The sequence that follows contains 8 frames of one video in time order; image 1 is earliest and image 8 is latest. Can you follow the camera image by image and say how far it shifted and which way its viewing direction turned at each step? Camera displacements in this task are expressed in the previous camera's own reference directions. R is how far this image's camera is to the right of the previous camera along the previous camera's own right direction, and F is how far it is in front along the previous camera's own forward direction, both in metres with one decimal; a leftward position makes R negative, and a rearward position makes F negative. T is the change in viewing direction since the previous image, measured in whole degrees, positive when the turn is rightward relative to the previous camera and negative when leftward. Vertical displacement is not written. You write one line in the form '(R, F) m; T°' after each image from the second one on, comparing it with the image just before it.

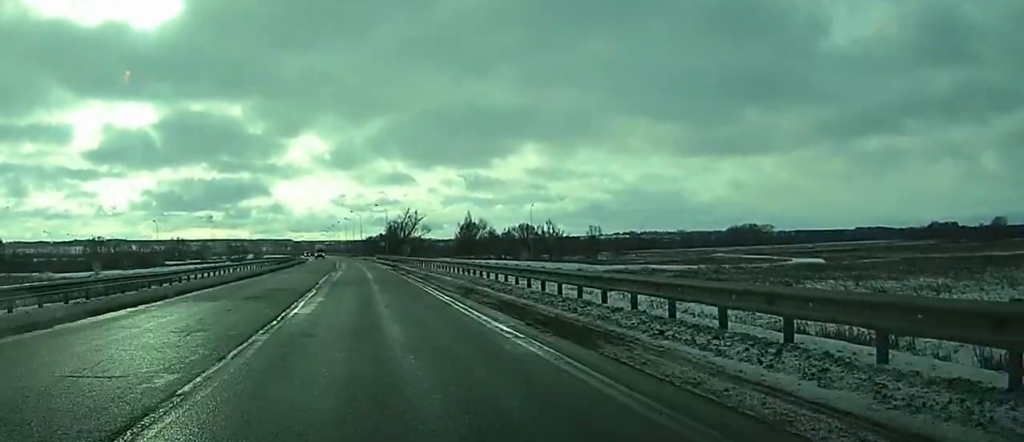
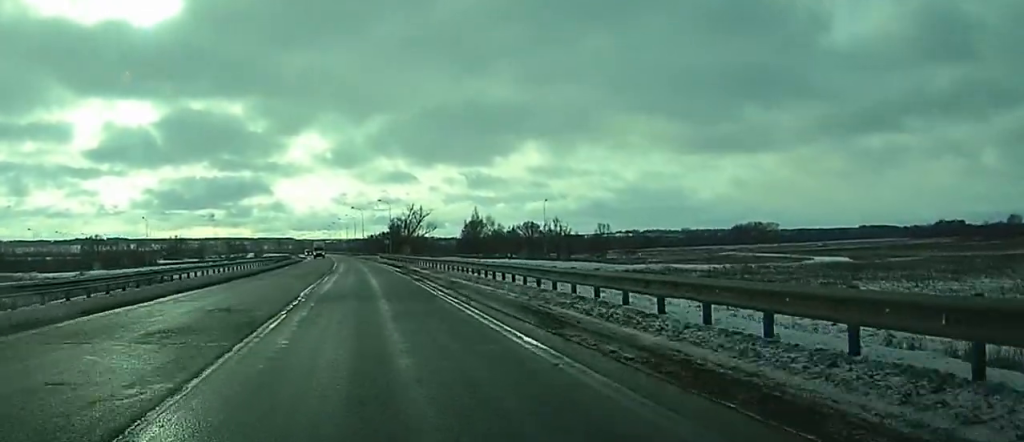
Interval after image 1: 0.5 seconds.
(0.0, +11.6) m; 0°
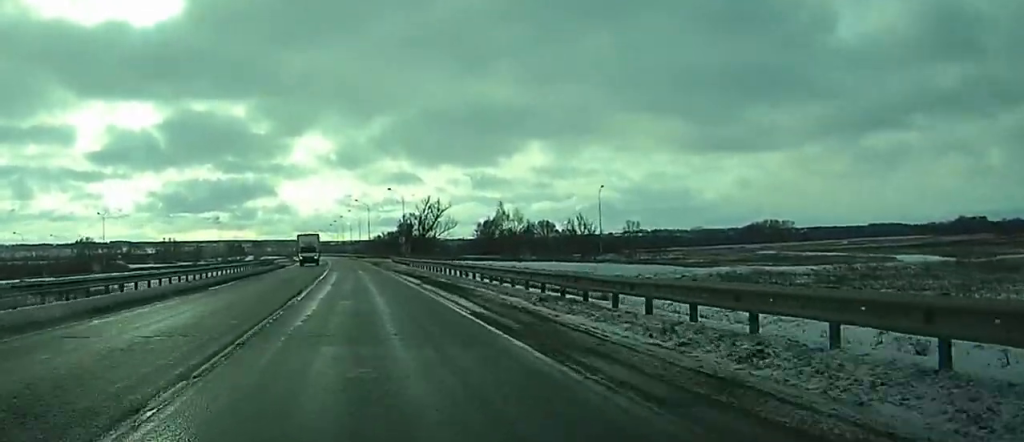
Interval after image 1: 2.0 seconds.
(-0.2, +35.6) m; 0°
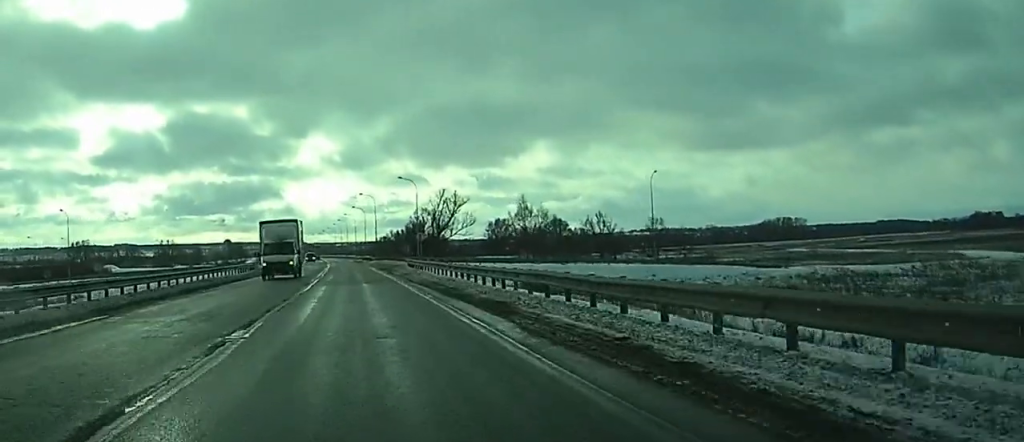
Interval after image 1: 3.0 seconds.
(0.0, +21.5) m; 0°
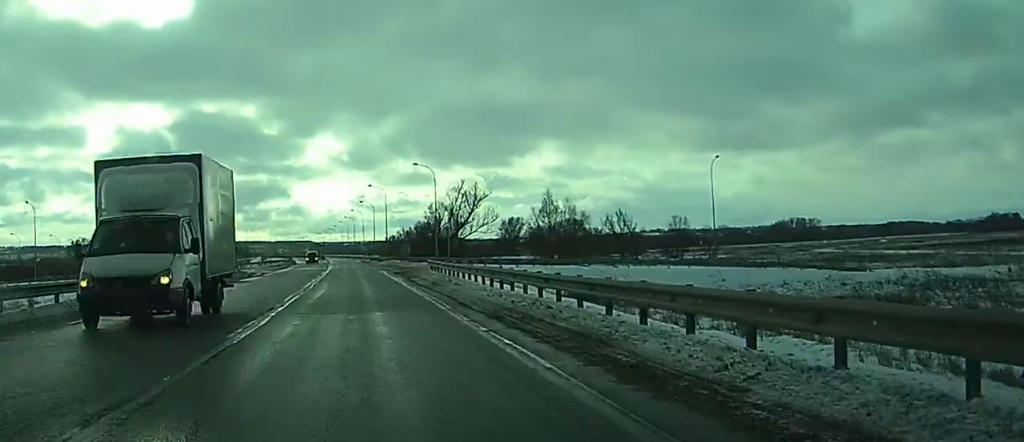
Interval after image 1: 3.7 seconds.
(-0.1, +16.6) m; 0°
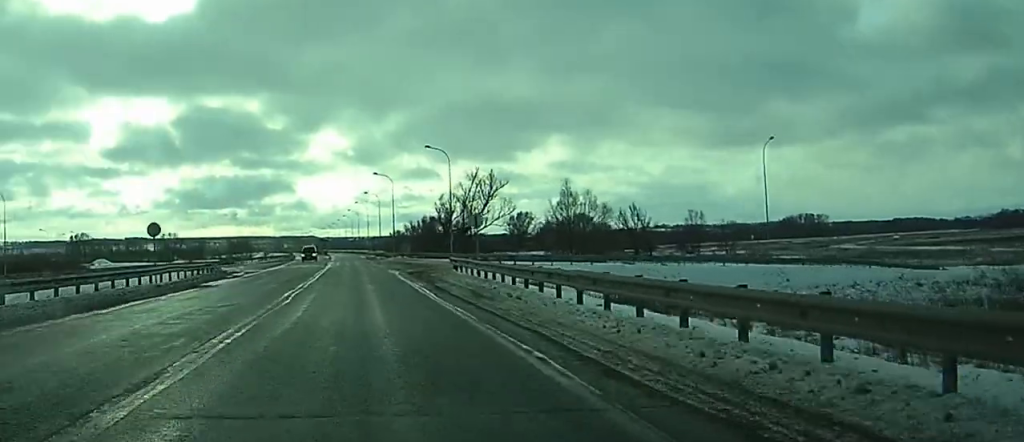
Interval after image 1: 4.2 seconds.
(0.0, +11.1) m; 0°
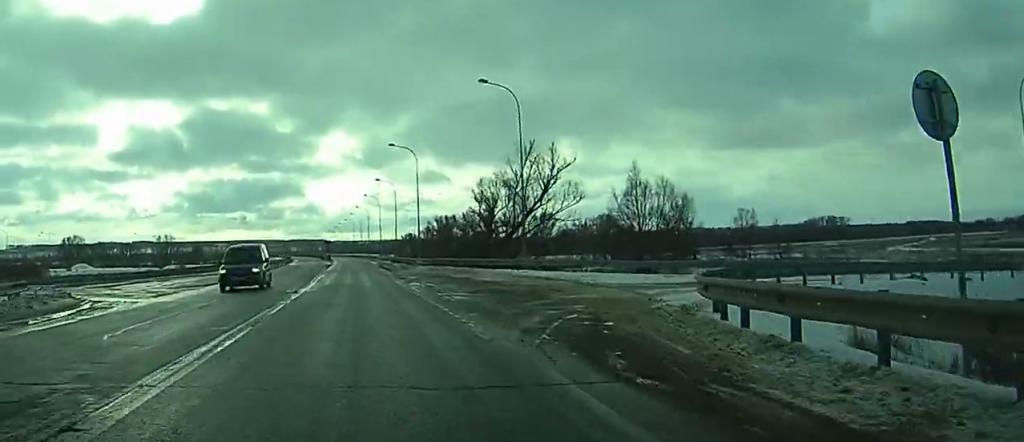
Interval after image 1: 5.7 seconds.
(+0.7, +31.7) m; 0°
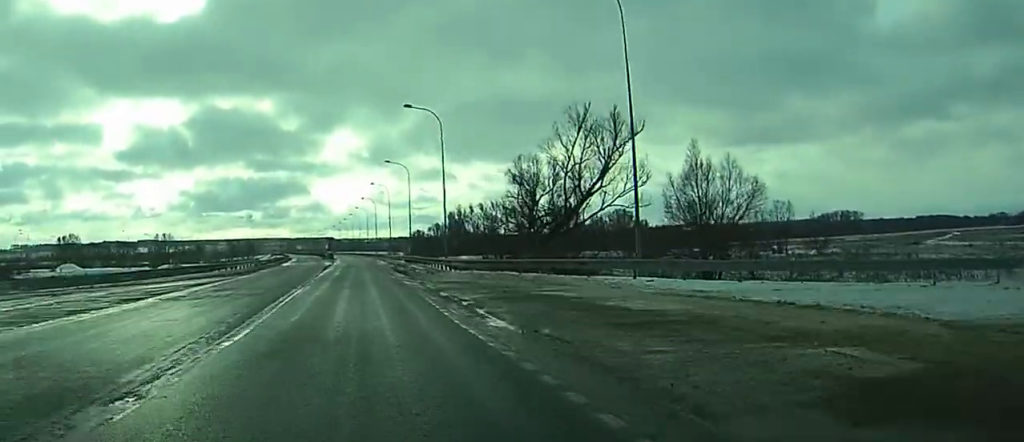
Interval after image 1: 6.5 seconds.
(-0.6, +17.5) m; -2°
